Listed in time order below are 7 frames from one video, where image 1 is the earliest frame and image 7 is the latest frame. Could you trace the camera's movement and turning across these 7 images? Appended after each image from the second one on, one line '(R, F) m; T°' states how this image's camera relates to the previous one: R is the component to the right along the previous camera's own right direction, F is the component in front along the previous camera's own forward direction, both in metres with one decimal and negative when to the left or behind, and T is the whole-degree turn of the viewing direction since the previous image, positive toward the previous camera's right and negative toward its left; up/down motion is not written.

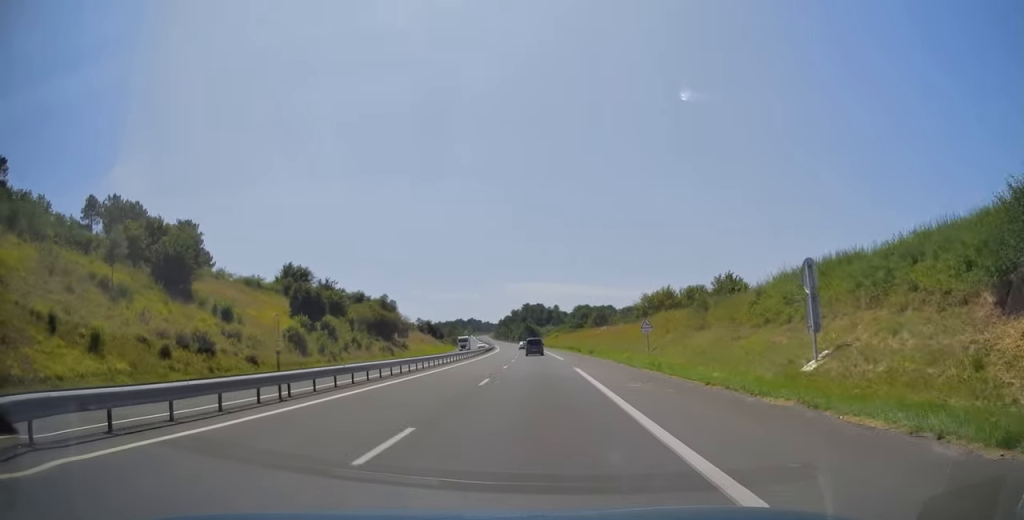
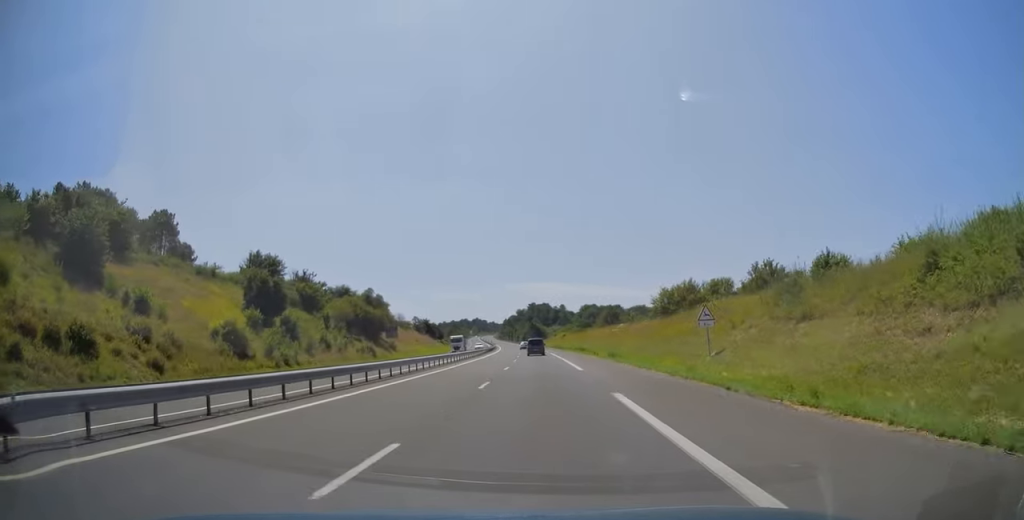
(-0.1, +14.8) m; -1°
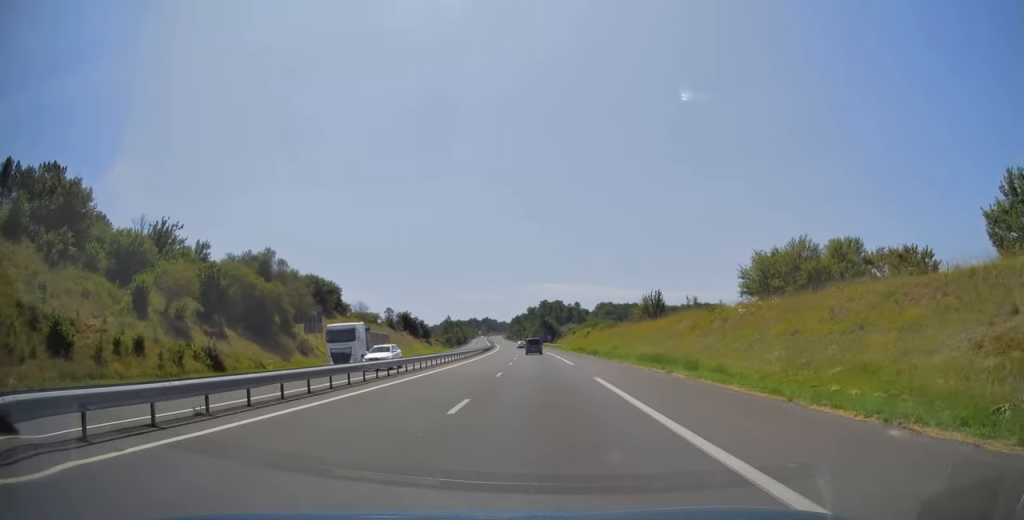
(-0.7, +46.5) m; -2°
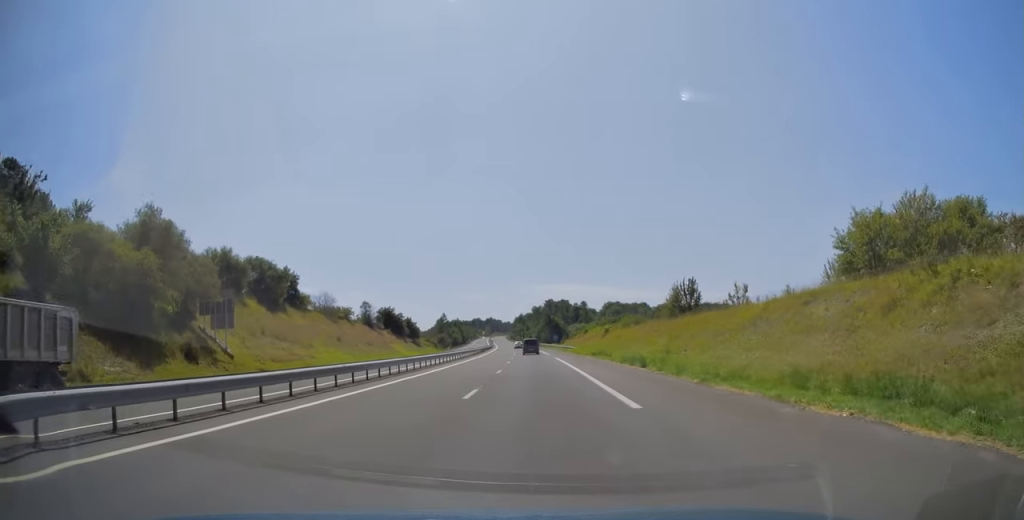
(-0.1, +23.2) m; 0°
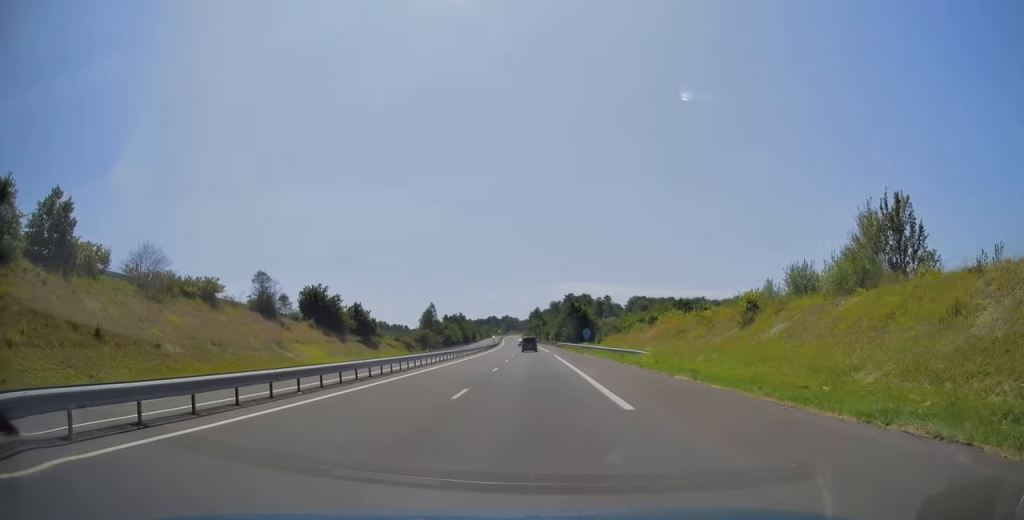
(-0.6, +53.8) m; -2°
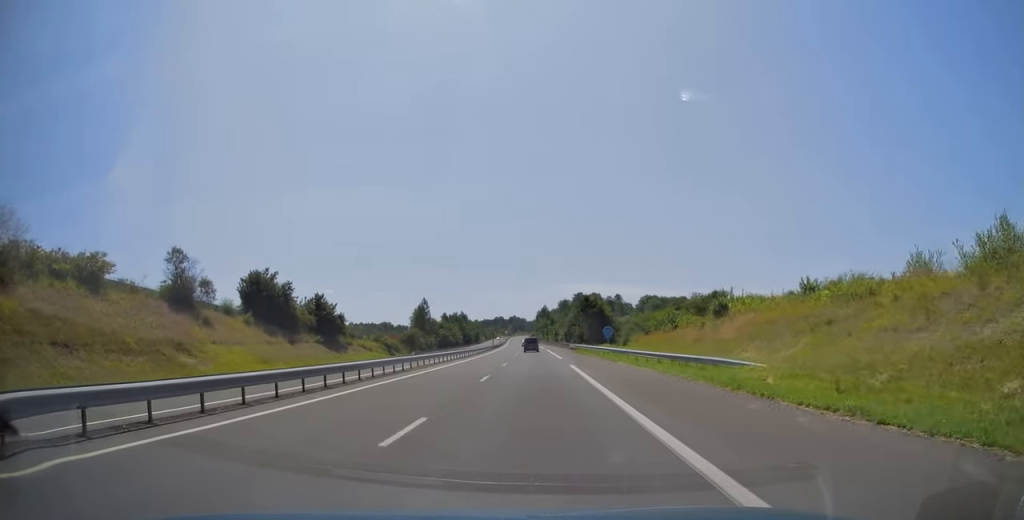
(-0.1, +20.1) m; -1°
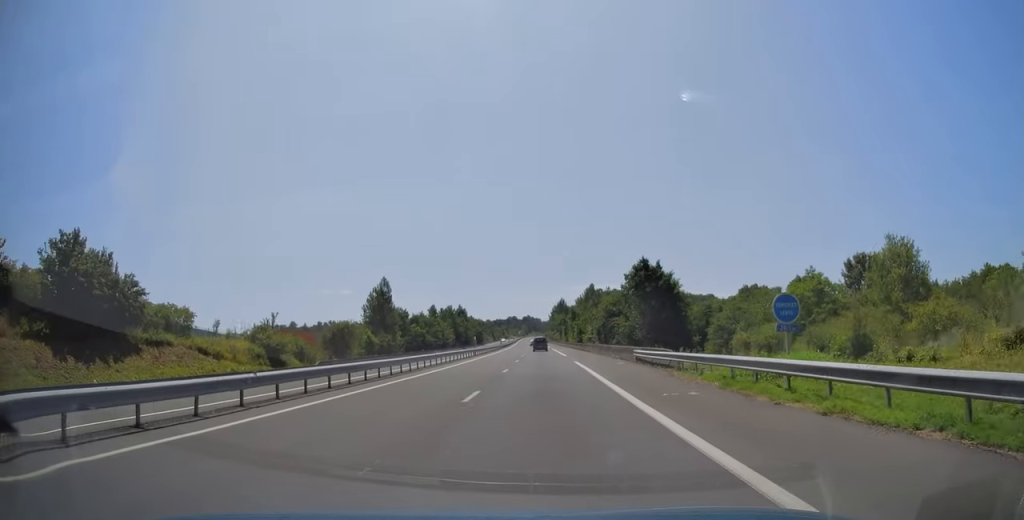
(-0.7, +47.3) m; -1°
